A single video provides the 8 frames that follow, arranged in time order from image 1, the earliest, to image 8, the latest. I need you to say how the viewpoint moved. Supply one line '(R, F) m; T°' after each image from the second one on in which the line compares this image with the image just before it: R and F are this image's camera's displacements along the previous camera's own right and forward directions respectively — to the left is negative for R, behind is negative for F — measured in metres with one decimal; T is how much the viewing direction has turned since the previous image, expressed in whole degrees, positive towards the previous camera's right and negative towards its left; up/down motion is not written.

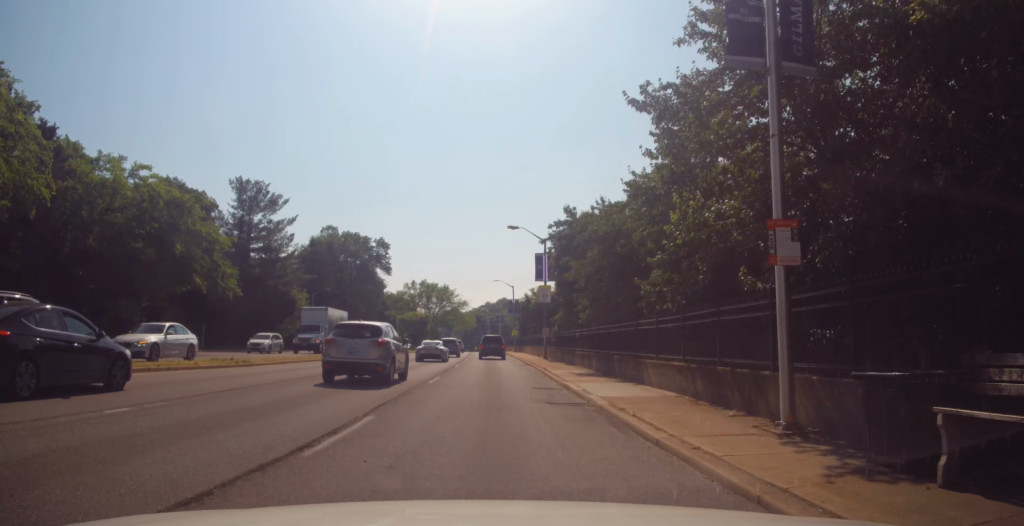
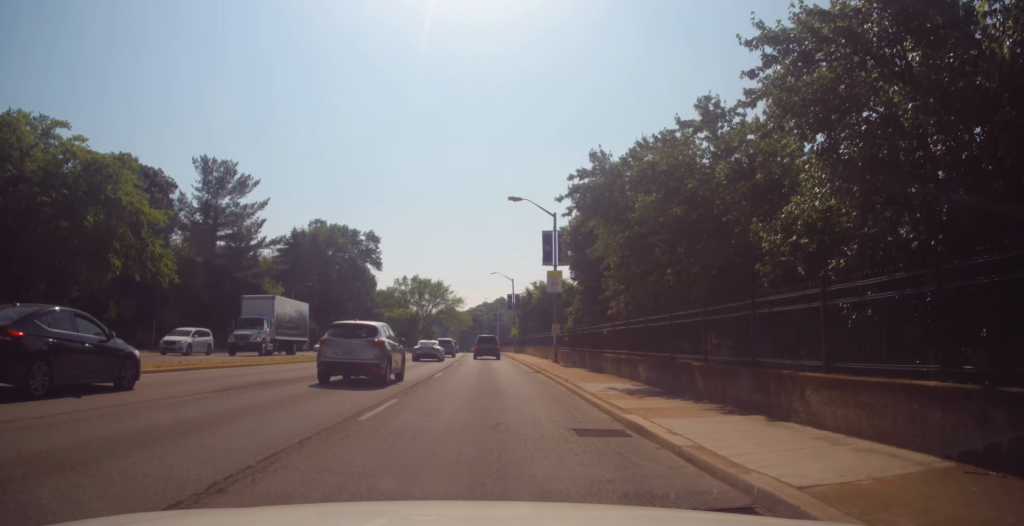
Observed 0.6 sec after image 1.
(0.0, +8.9) m; 0°
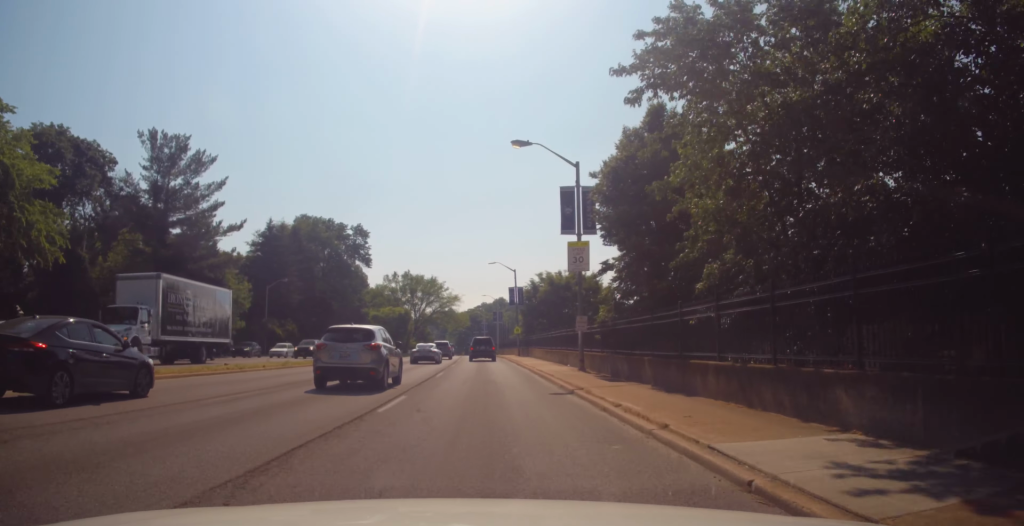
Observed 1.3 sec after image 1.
(0.0, +10.7) m; 0°
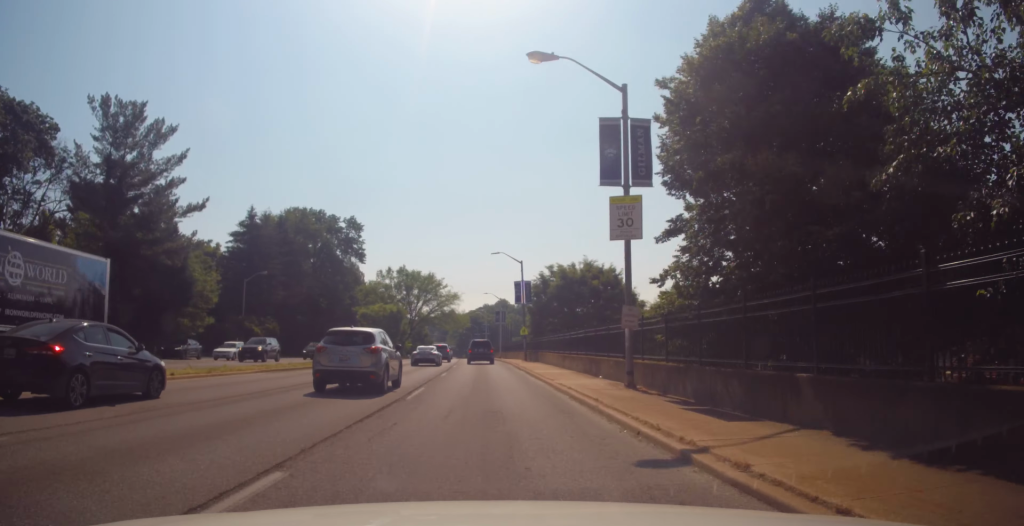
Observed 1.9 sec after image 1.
(0.0, +8.8) m; 0°
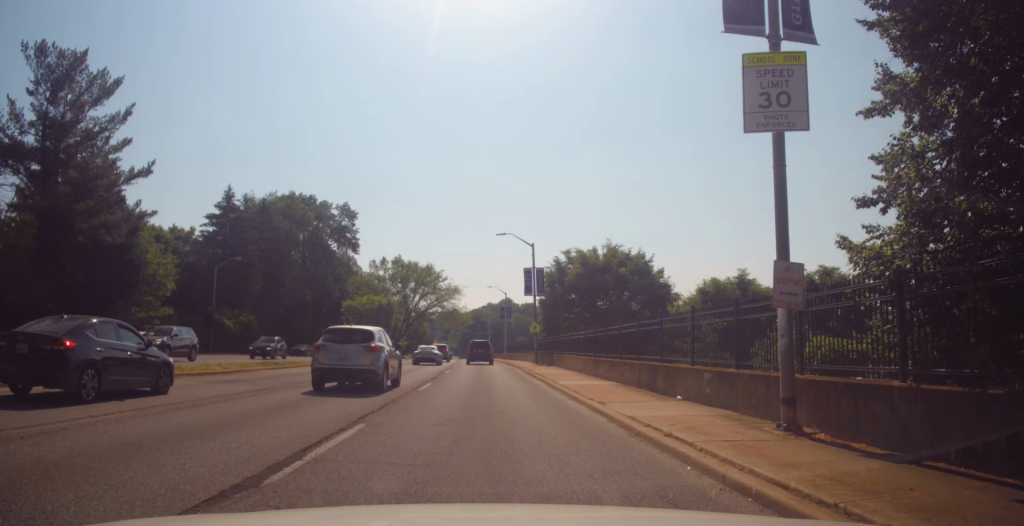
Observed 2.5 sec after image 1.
(0.0, +9.3) m; 0°
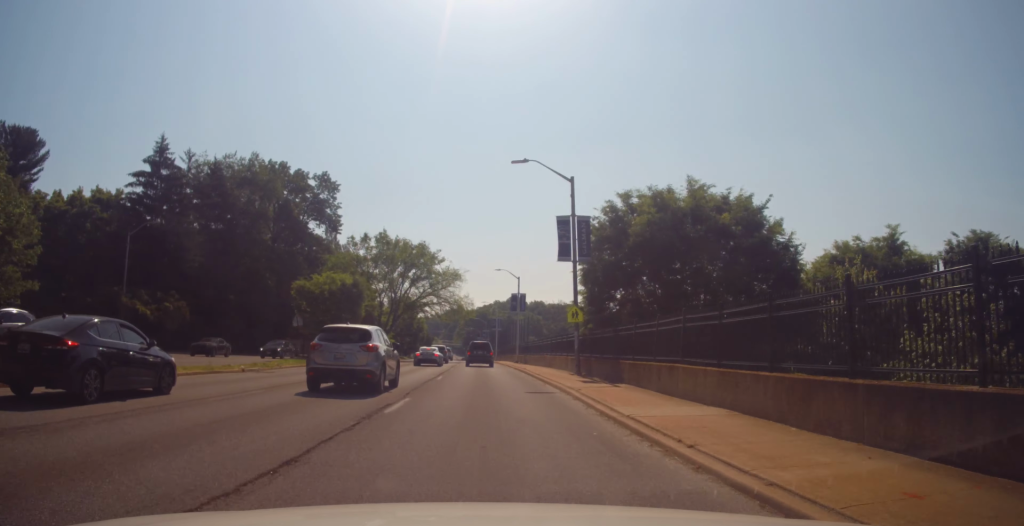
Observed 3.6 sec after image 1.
(-0.3, +18.3) m; -2°
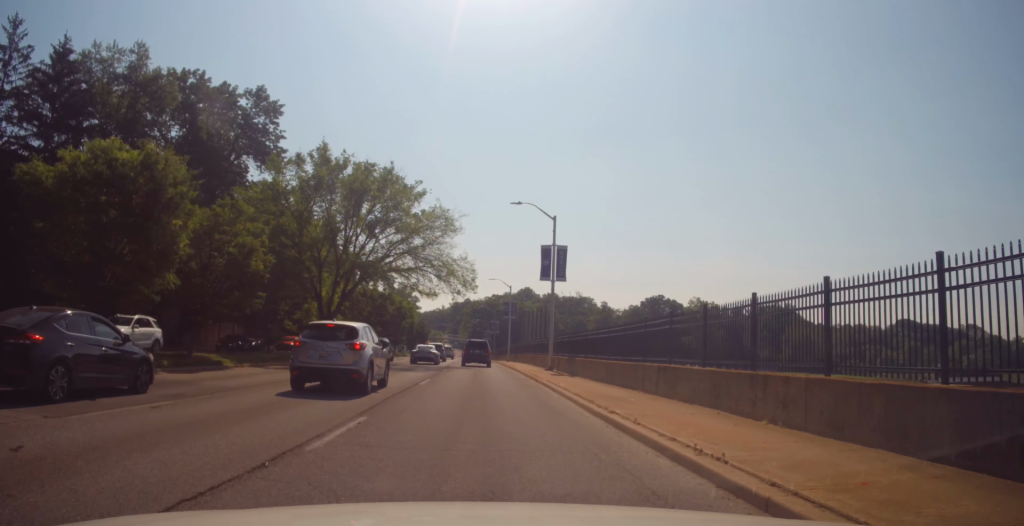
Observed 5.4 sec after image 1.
(+0.2, +28.0) m; 0°
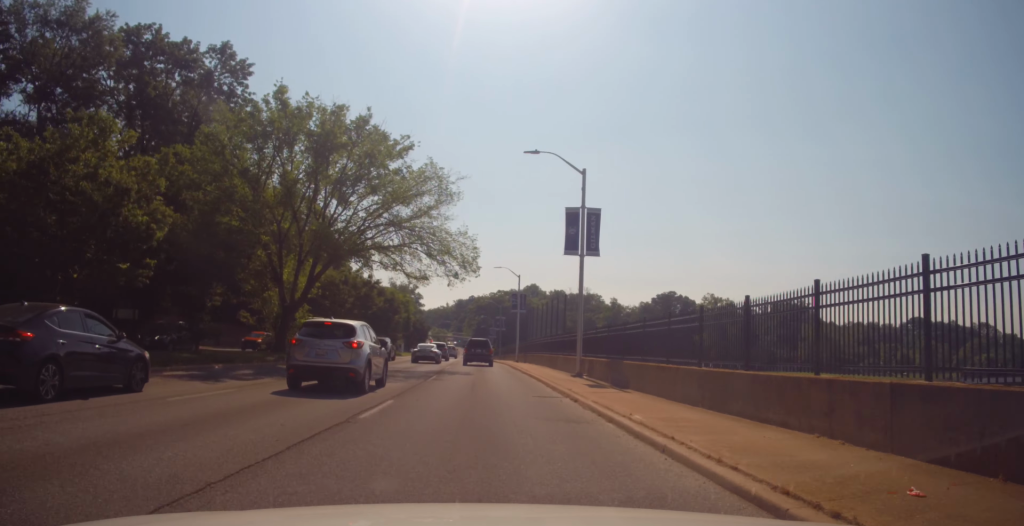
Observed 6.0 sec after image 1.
(-0.3, +9.3) m; -1°
